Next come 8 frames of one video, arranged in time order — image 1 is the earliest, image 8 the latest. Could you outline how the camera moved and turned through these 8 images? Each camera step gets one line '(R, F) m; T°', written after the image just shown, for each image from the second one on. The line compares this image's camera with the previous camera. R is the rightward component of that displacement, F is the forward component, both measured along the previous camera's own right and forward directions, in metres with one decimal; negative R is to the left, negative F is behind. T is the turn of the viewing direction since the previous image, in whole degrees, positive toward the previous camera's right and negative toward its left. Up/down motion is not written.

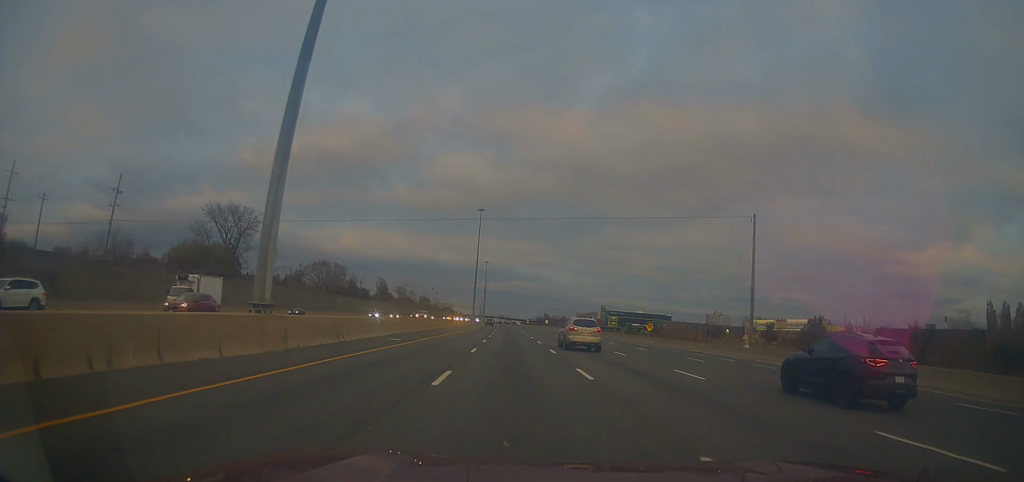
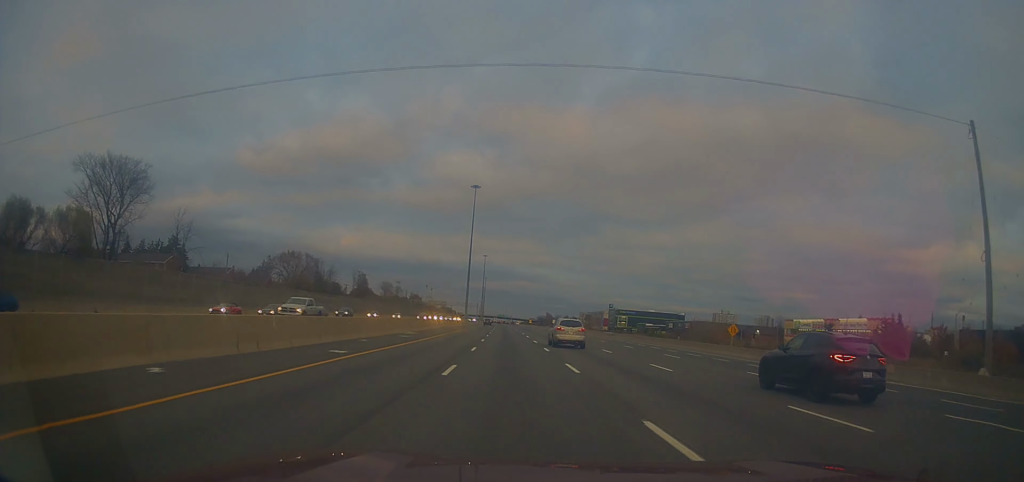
(+0.2, +32.5) m; 0°
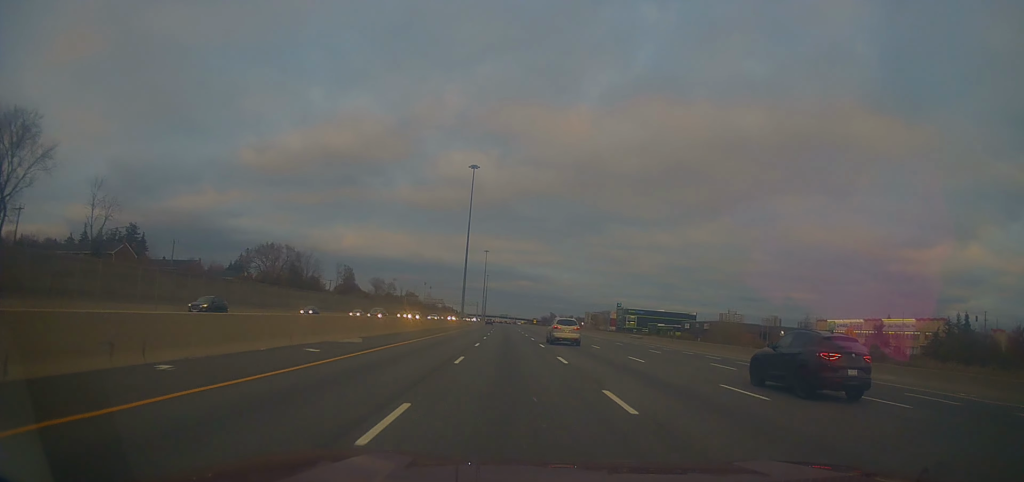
(-0.1, +19.8) m; 0°
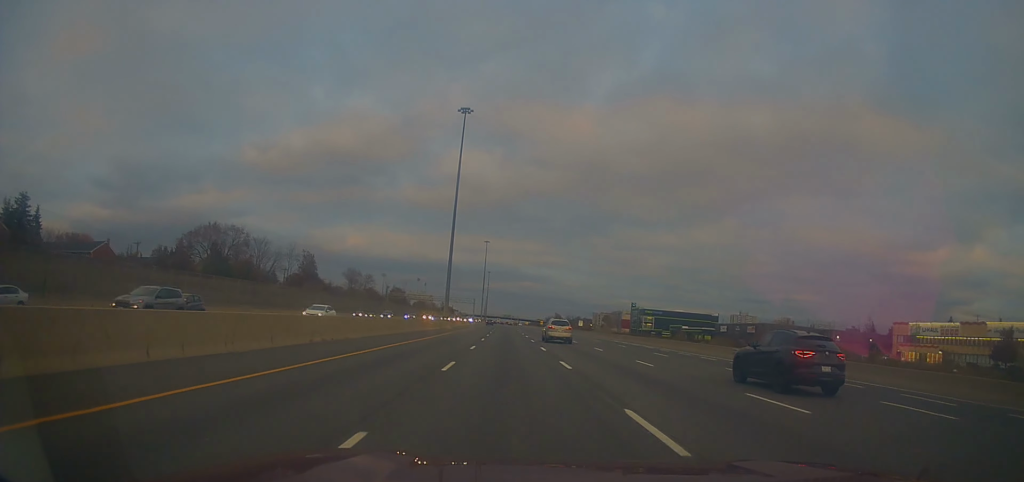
(+0.1, +37.5) m; 0°
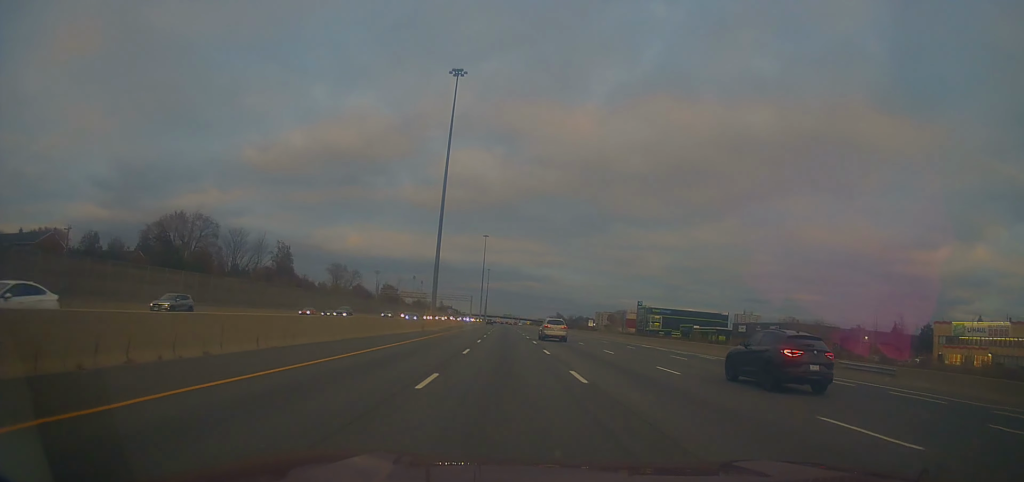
(0.0, +15.8) m; 0°
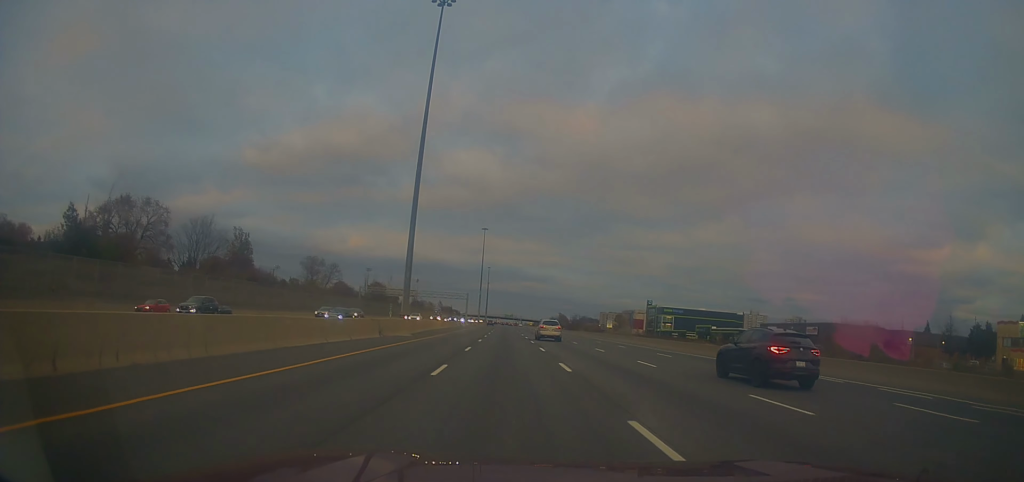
(-0.3, +20.8) m; 0°
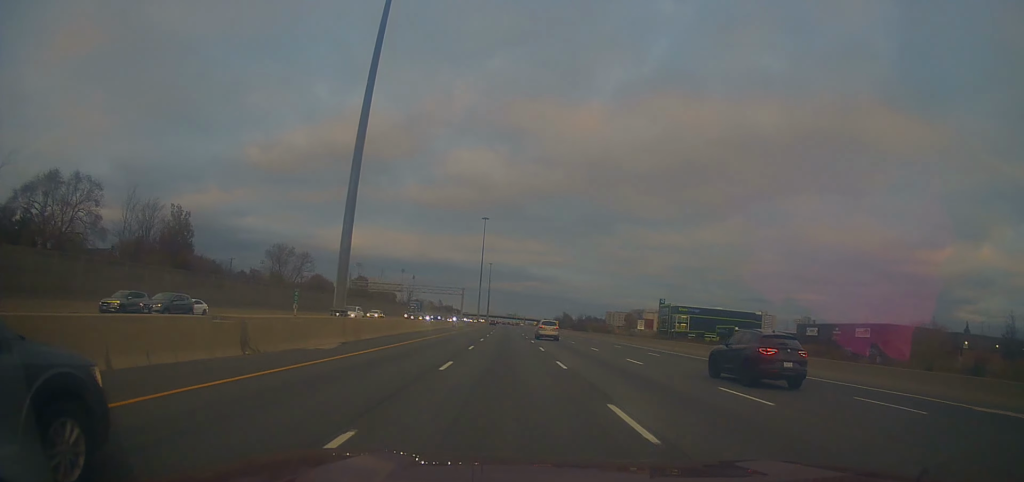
(+0.3, +21.7) m; 0°
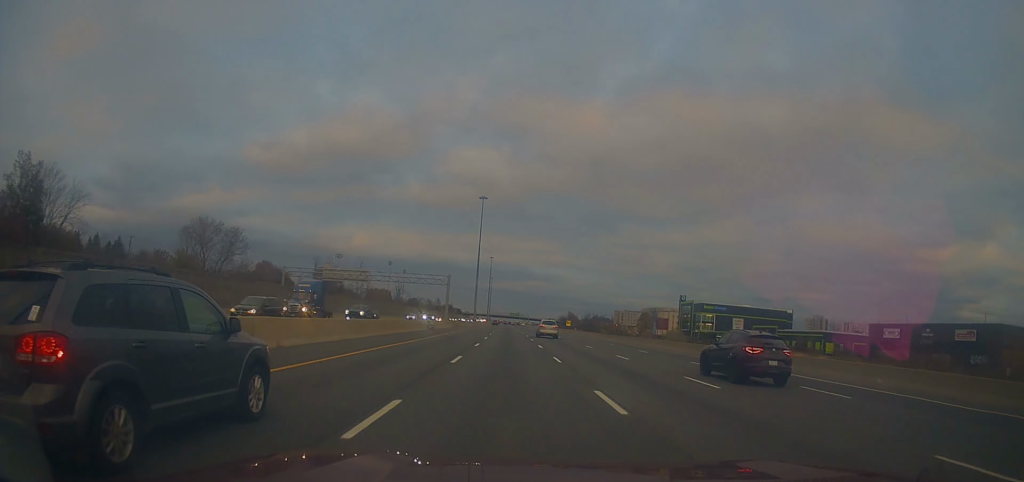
(-0.3, +32.6) m; -1°
